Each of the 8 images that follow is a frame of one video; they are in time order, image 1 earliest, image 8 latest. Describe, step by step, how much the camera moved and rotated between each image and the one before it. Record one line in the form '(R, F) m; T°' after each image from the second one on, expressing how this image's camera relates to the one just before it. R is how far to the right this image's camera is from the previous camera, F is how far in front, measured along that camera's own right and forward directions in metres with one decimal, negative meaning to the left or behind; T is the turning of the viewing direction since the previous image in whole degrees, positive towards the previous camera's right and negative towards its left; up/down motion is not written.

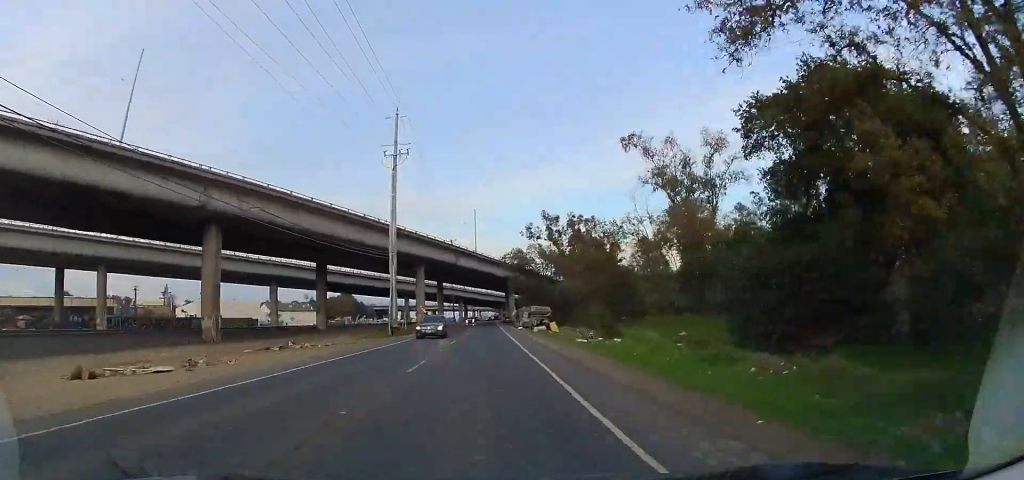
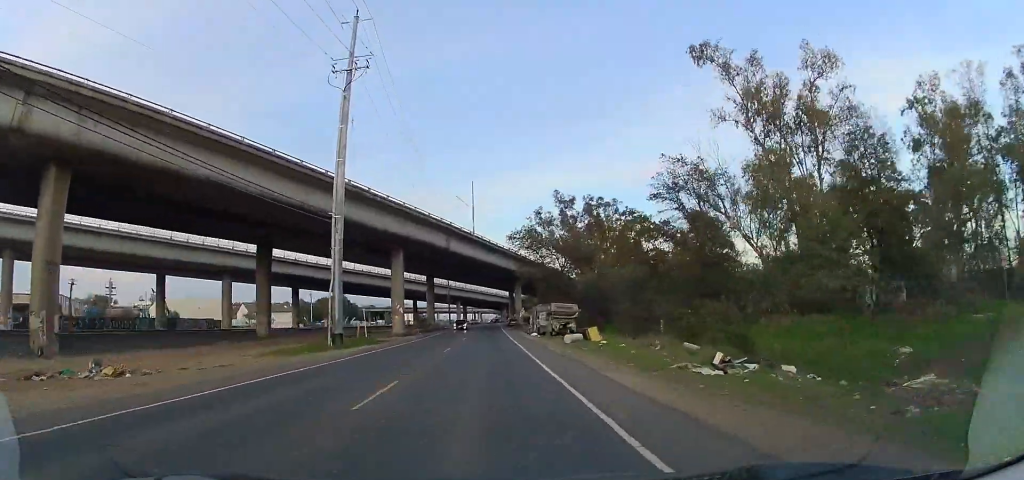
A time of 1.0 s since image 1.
(-0.5, +20.1) m; 0°
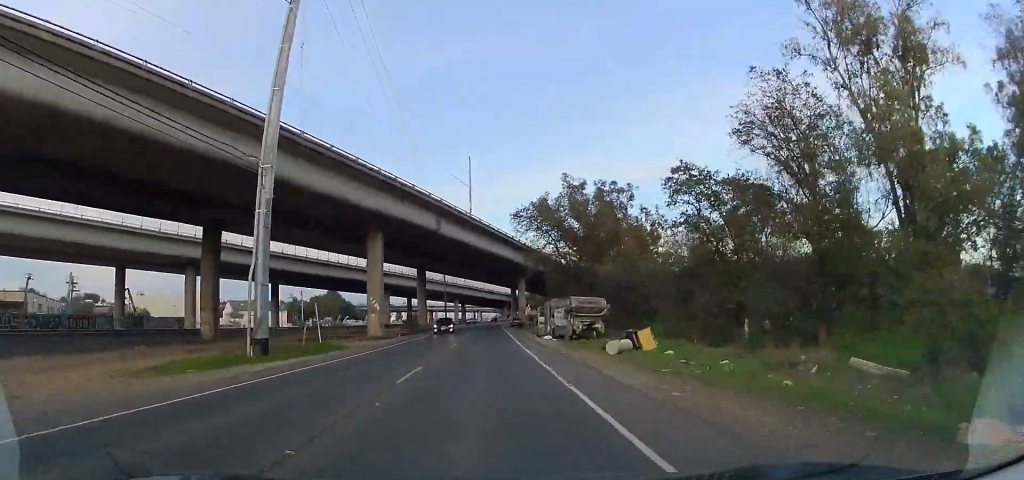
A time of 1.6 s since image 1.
(+0.3, +11.3) m; +2°
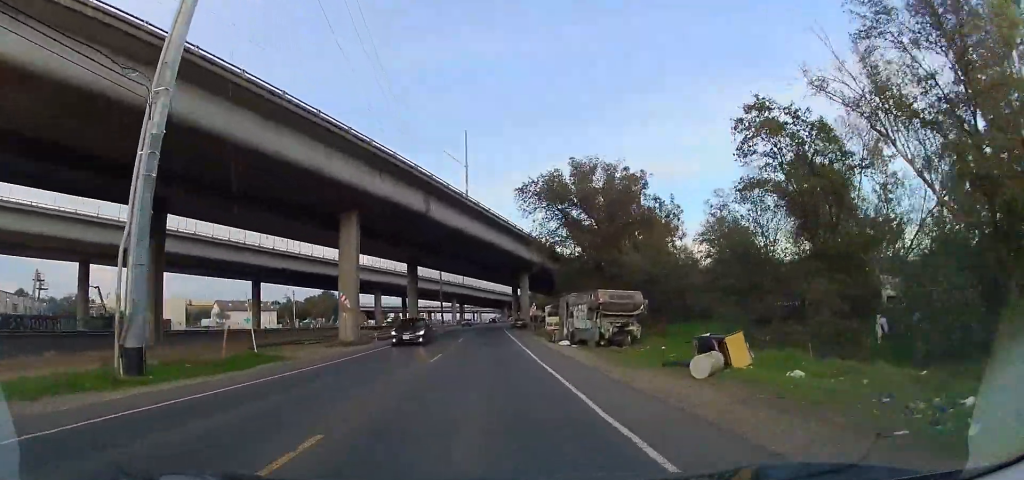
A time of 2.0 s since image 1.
(+0.1, +8.7) m; +1°
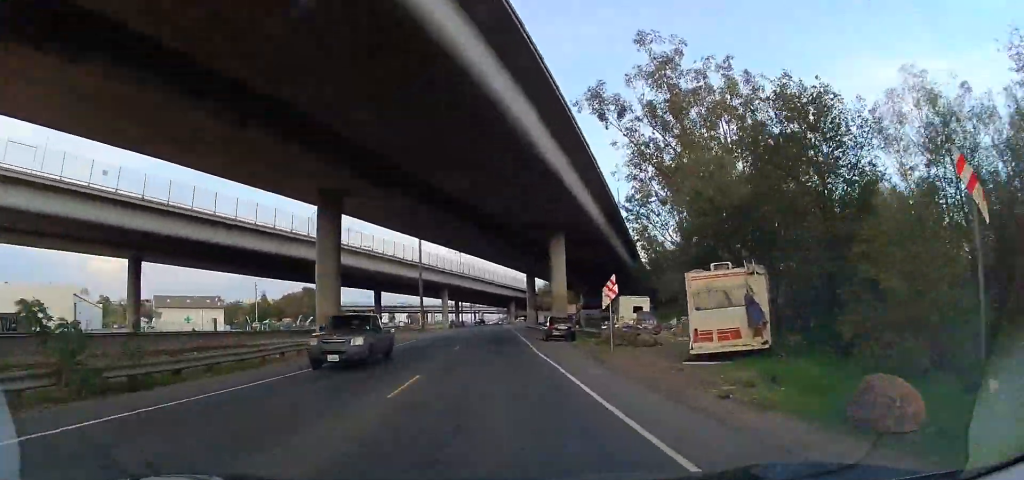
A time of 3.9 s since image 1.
(-0.6, +36.9) m; -2°
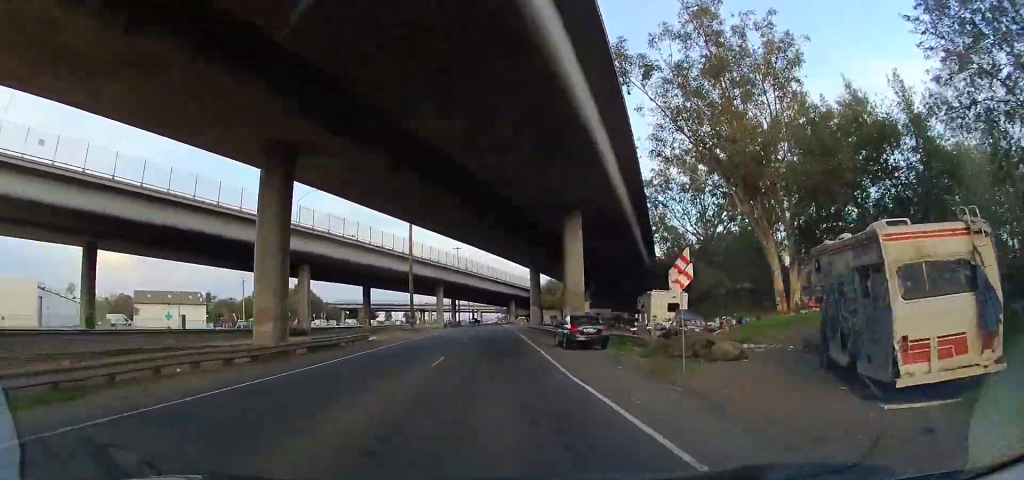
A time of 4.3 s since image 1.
(0.0, +8.5) m; 0°
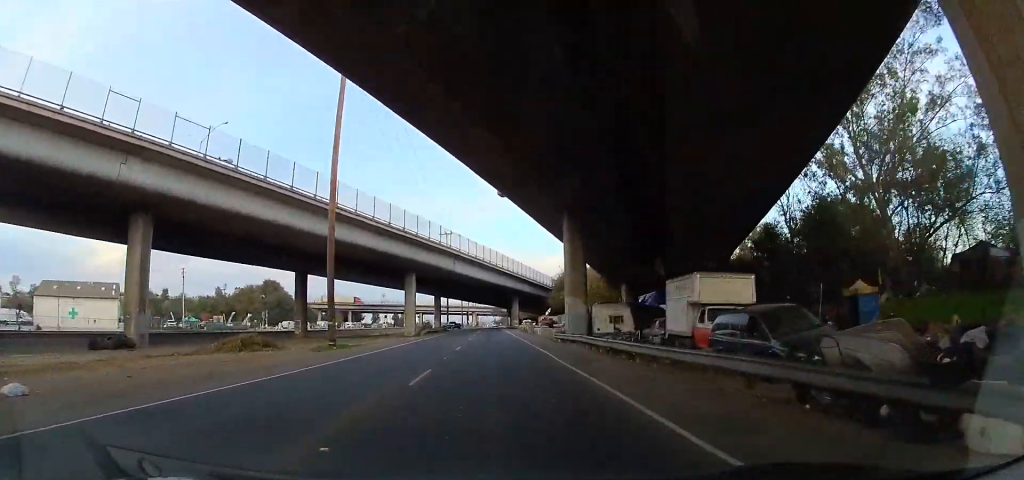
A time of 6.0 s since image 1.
(+0.2, +33.2) m; +1°
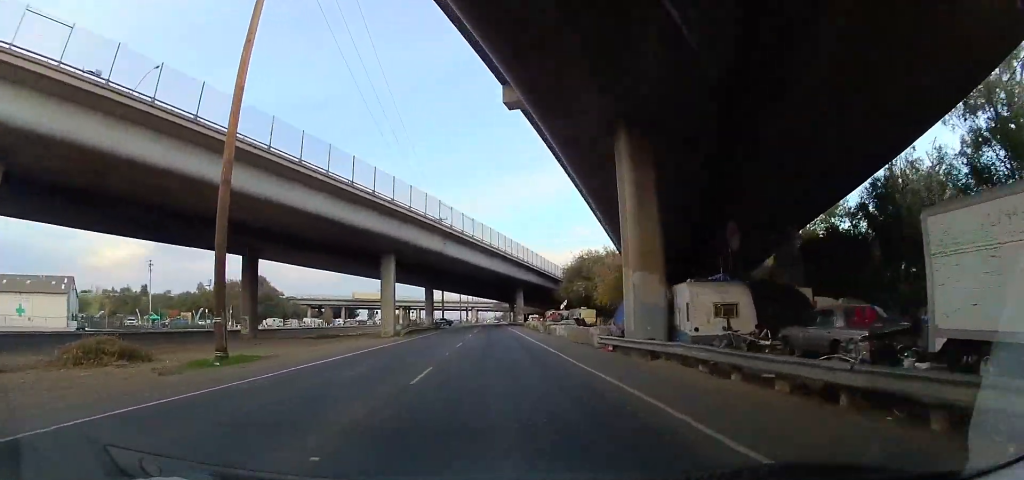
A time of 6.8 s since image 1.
(+0.1, +14.9) m; 0°
